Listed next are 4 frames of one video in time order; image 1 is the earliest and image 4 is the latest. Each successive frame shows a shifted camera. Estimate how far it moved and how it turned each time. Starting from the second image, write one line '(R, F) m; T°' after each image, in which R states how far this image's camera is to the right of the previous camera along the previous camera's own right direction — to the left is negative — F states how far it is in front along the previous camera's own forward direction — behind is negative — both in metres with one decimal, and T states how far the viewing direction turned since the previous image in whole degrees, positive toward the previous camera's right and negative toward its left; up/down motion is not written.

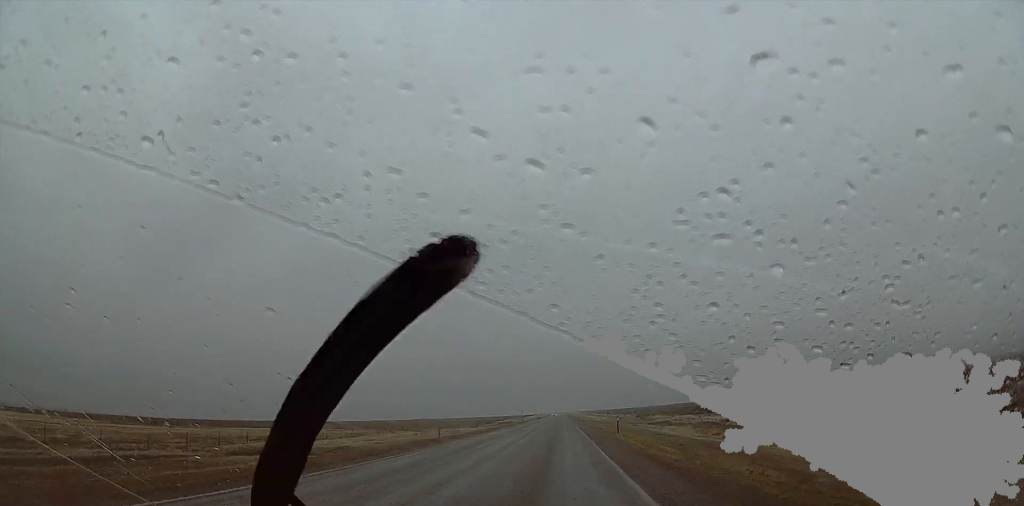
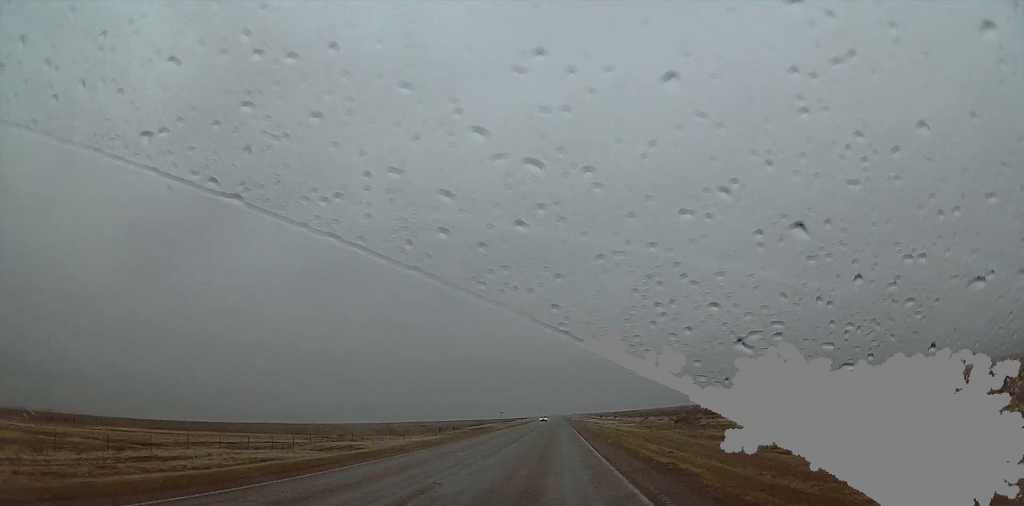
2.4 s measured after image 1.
(-0.3, +62.3) m; +1°
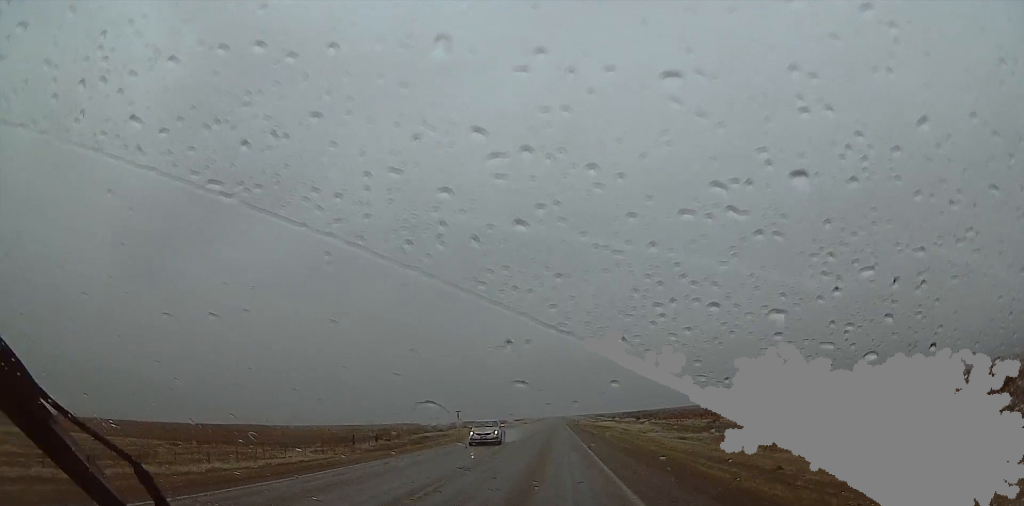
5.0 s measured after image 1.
(-0.9, +68.3) m; -1°
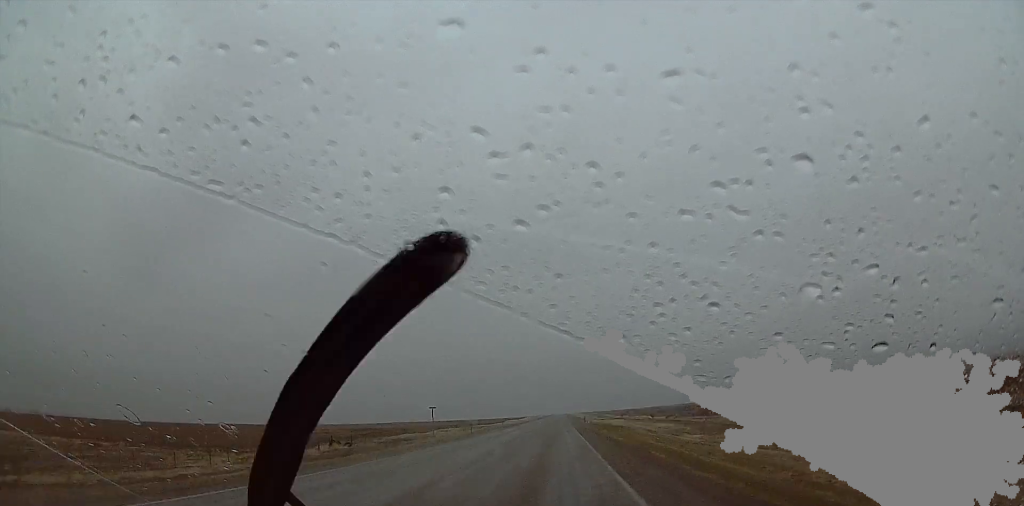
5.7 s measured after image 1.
(0.0, +20.2) m; 0°
